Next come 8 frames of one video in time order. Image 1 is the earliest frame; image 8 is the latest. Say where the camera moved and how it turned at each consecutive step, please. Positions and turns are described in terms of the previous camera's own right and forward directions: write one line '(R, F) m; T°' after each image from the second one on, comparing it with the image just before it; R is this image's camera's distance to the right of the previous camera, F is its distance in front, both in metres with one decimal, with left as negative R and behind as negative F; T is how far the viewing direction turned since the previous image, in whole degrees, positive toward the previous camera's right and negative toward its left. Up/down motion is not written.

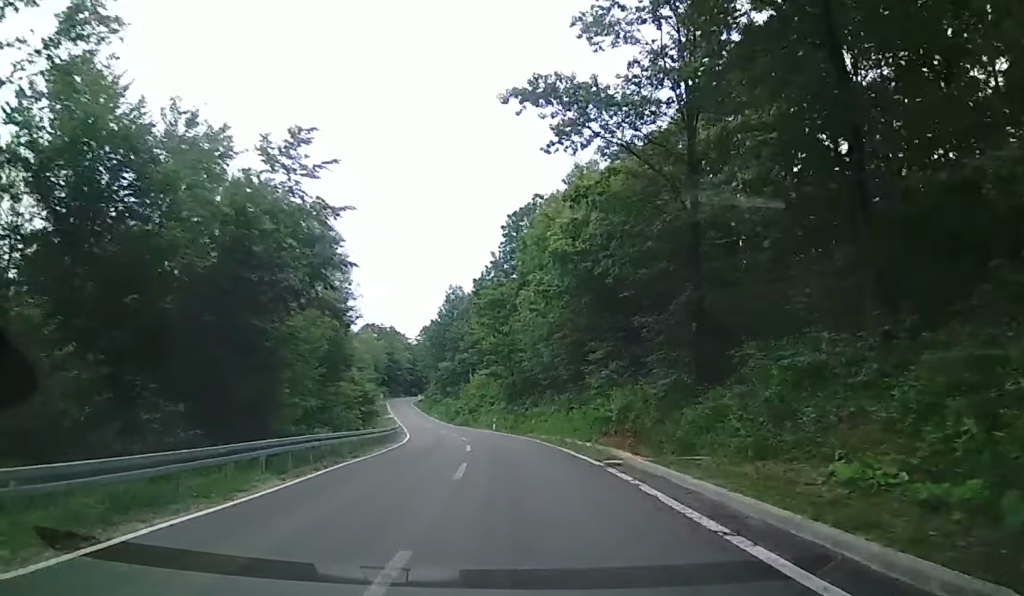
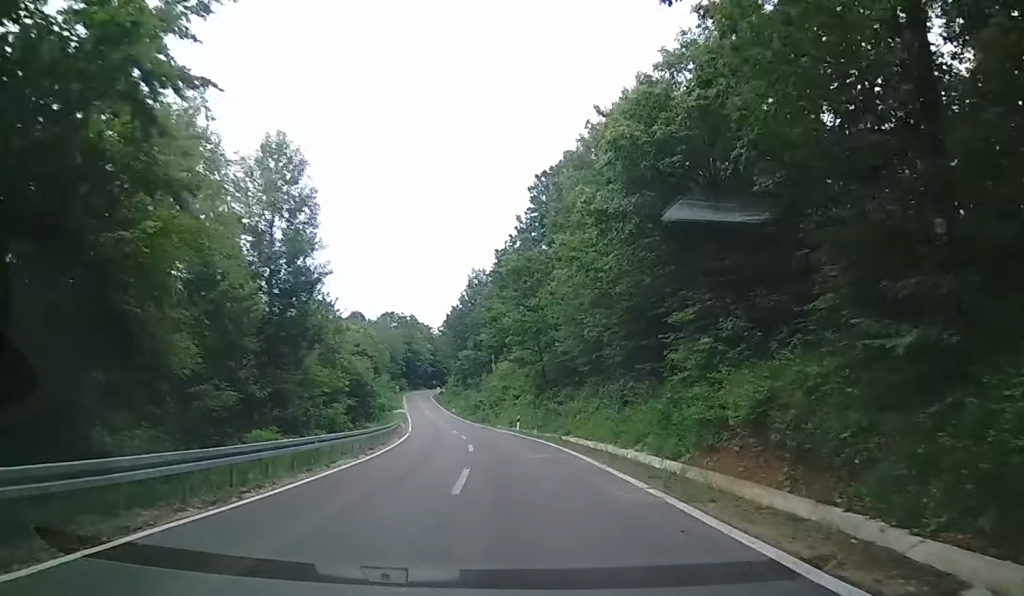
(+0.3, +12.4) m; 0°
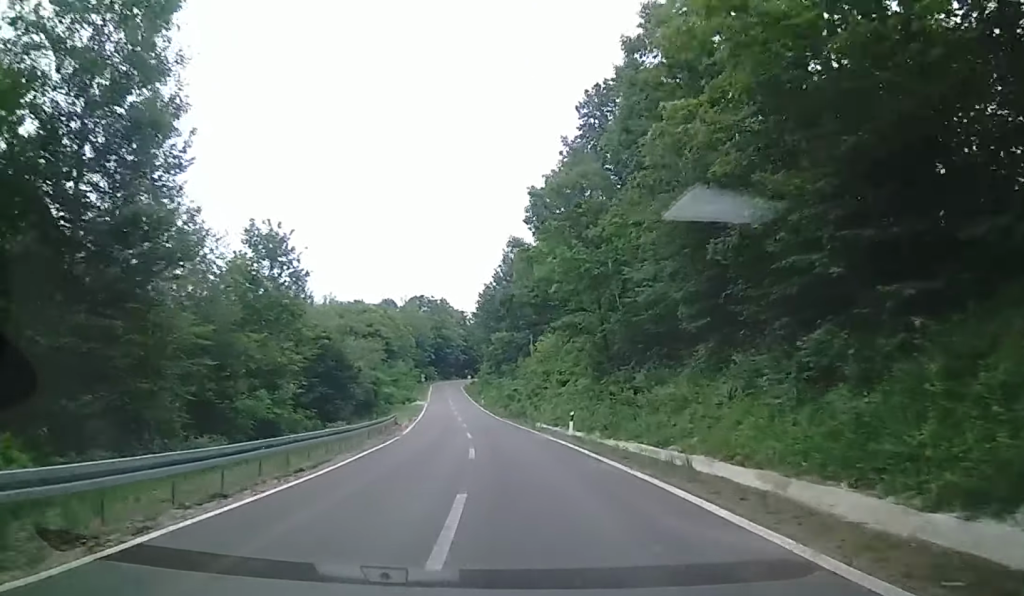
(+0.1, +17.2) m; -1°
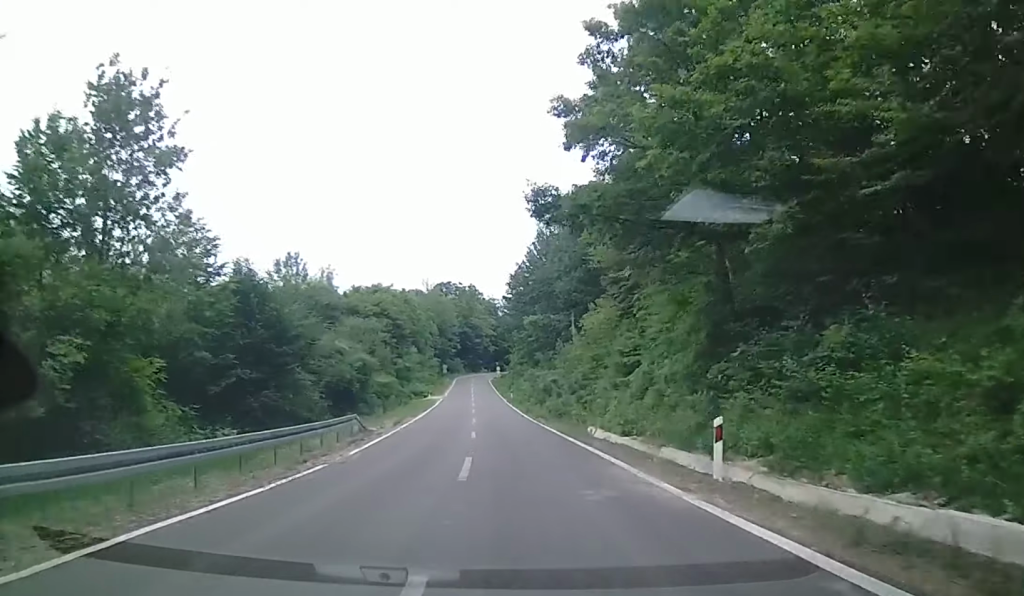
(-0.4, +16.0) m; -1°
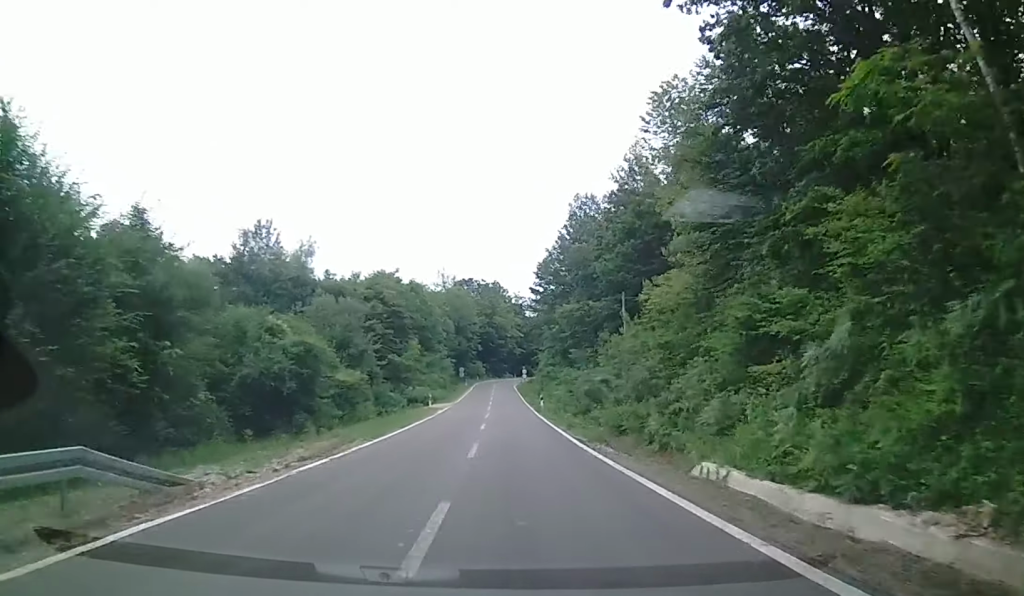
(+0.4, +16.5) m; 0°
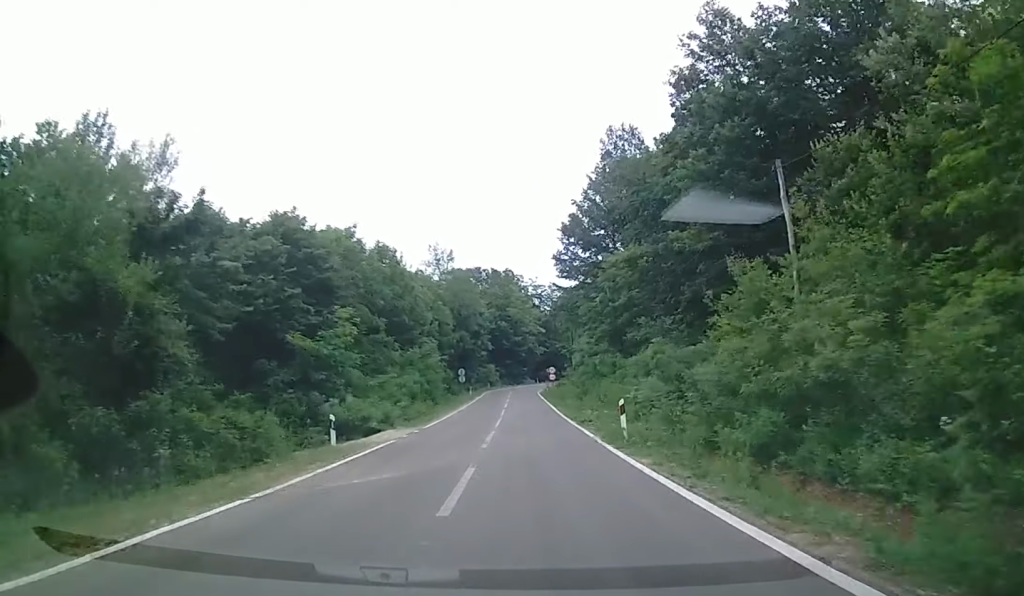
(-0.9, +27.6) m; -6°
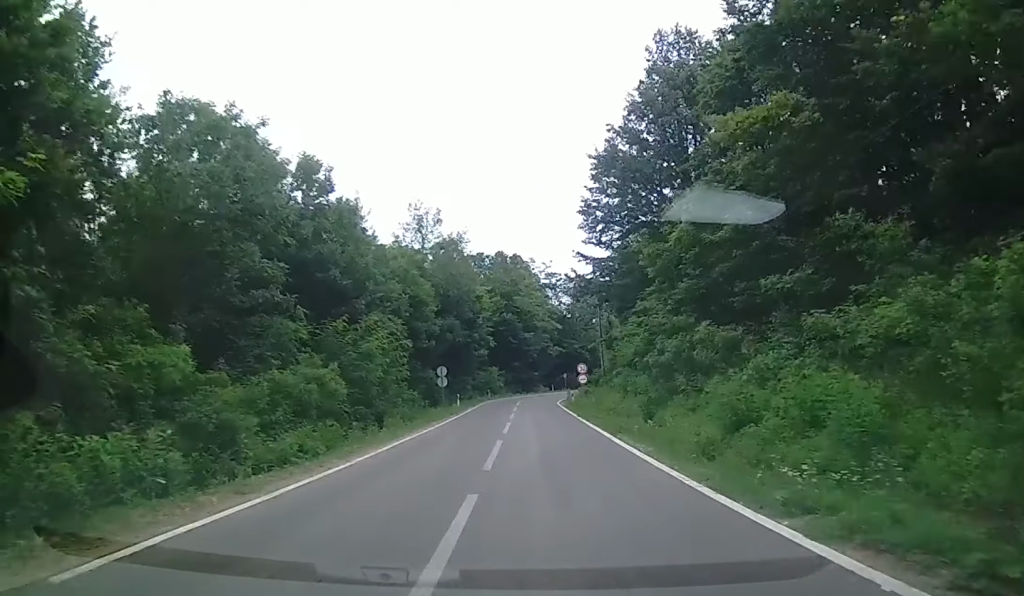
(-1.7, +21.8) m; -7°
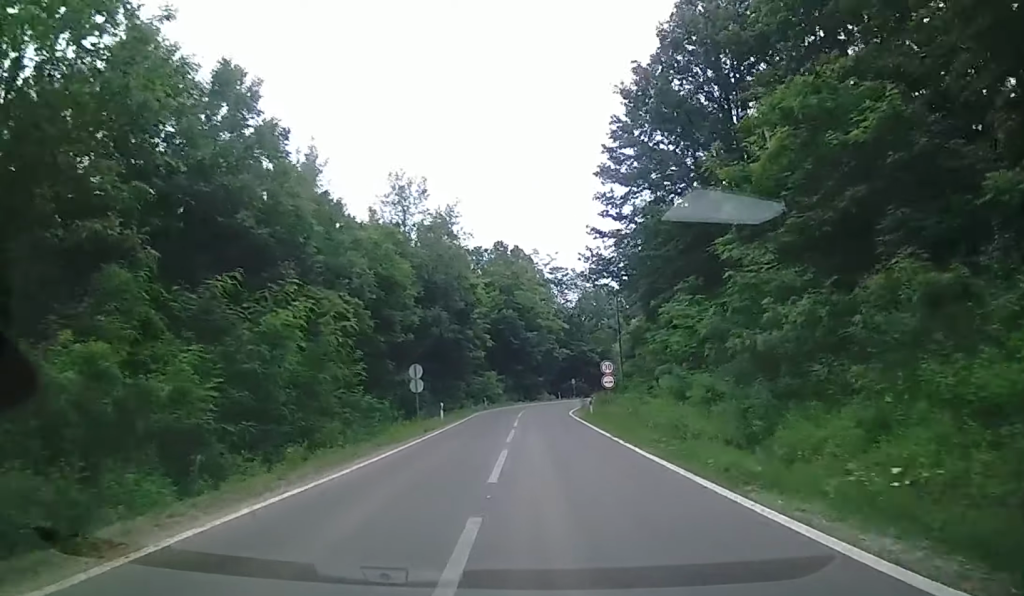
(-0.9, +10.5) m; -2°
